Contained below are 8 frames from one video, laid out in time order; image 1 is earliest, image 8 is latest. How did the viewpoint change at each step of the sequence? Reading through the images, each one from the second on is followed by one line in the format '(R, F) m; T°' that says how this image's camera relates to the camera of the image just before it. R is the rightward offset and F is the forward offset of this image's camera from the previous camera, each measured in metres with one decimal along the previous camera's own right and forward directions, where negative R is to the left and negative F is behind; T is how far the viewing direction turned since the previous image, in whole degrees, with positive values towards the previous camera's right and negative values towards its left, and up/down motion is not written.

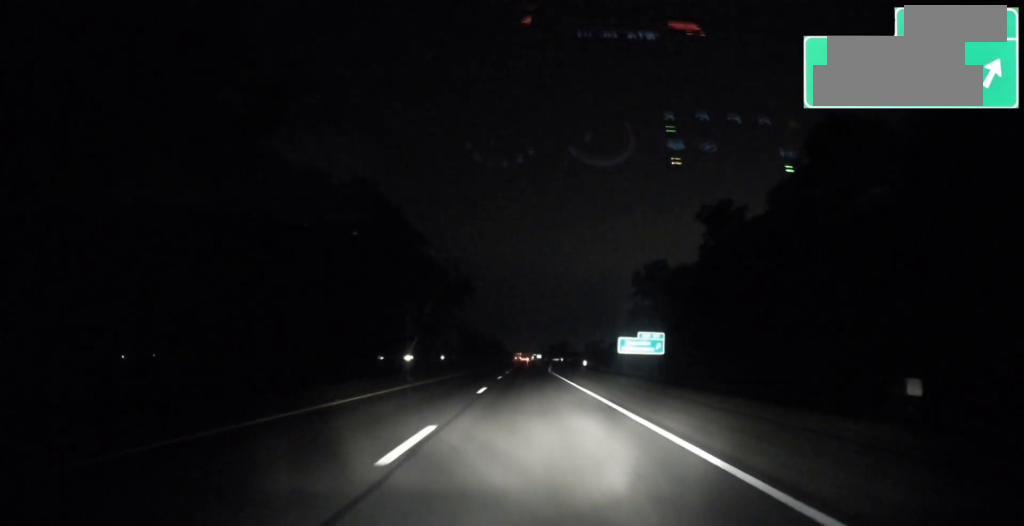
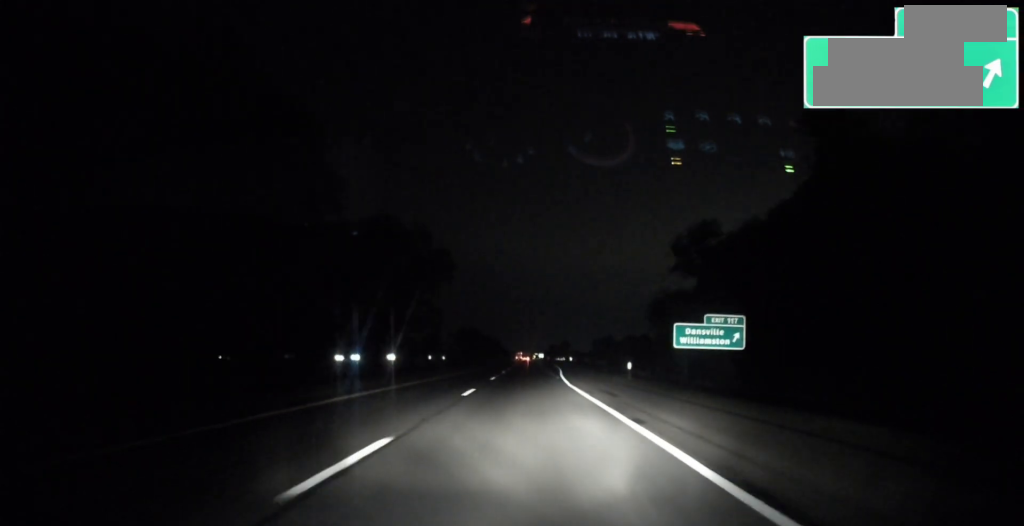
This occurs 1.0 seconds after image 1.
(+0.1, +31.7) m; 0°
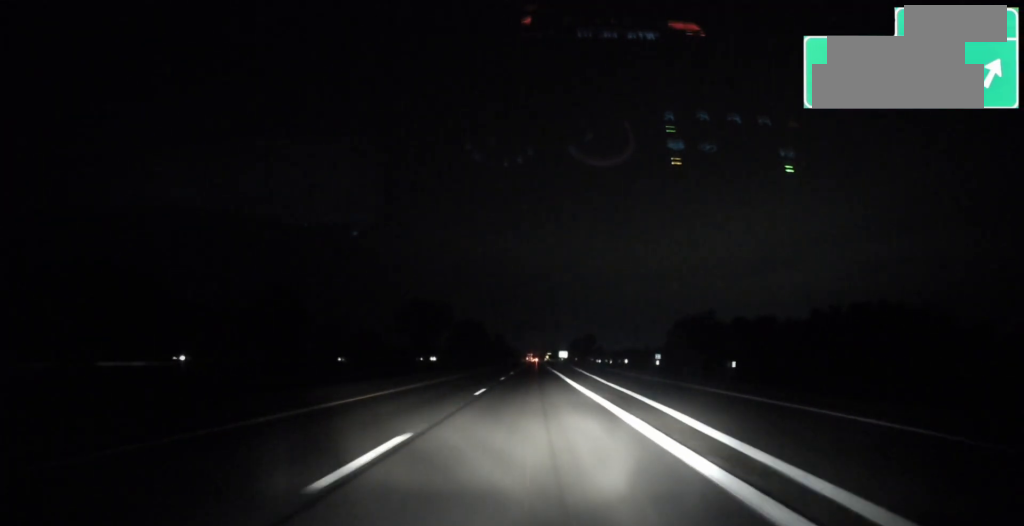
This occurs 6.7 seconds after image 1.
(0.0, +181.9) m; 0°
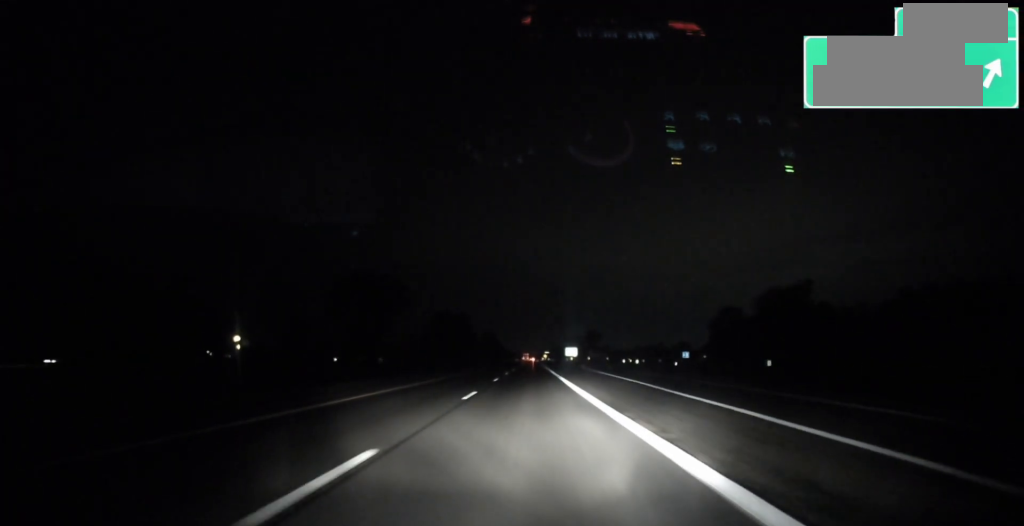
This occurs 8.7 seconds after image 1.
(-0.2, +62.8) m; 0°
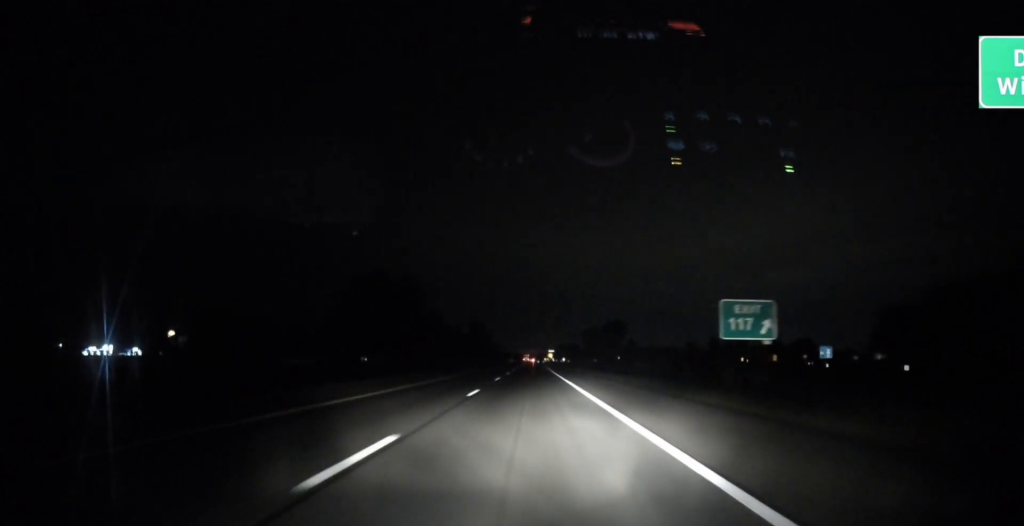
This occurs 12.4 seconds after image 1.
(-0.3, +119.5) m; 0°
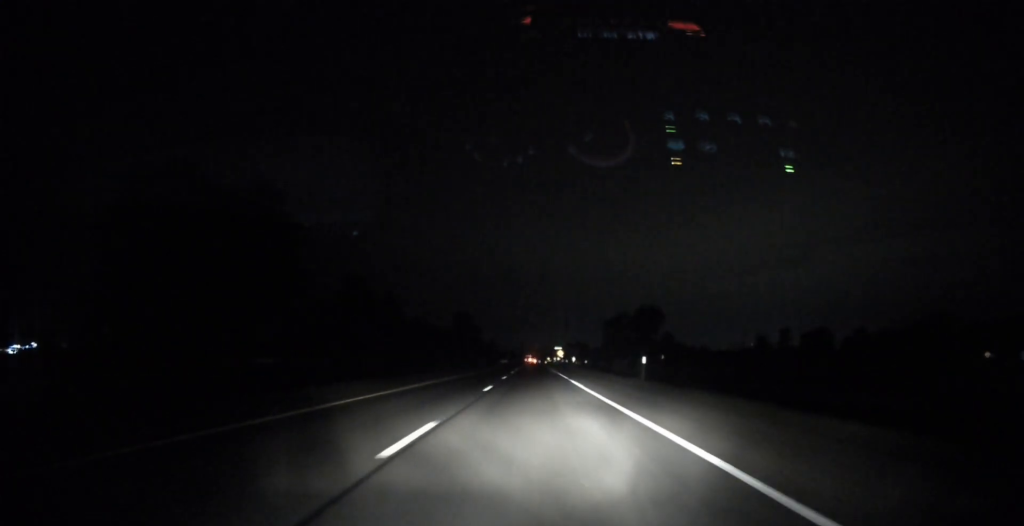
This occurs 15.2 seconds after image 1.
(+0.2, +89.3) m; 0°
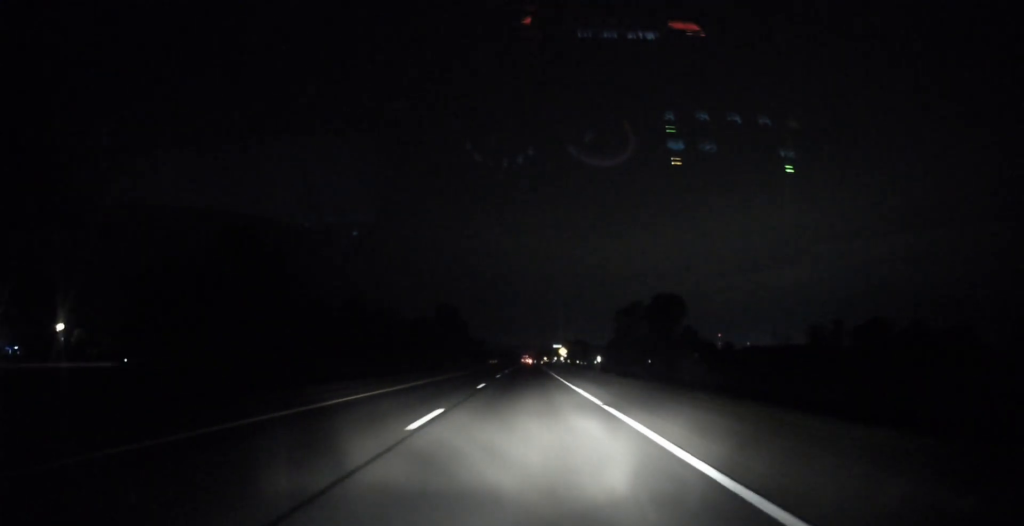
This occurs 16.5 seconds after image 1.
(+0.2, +42.2) m; 0°
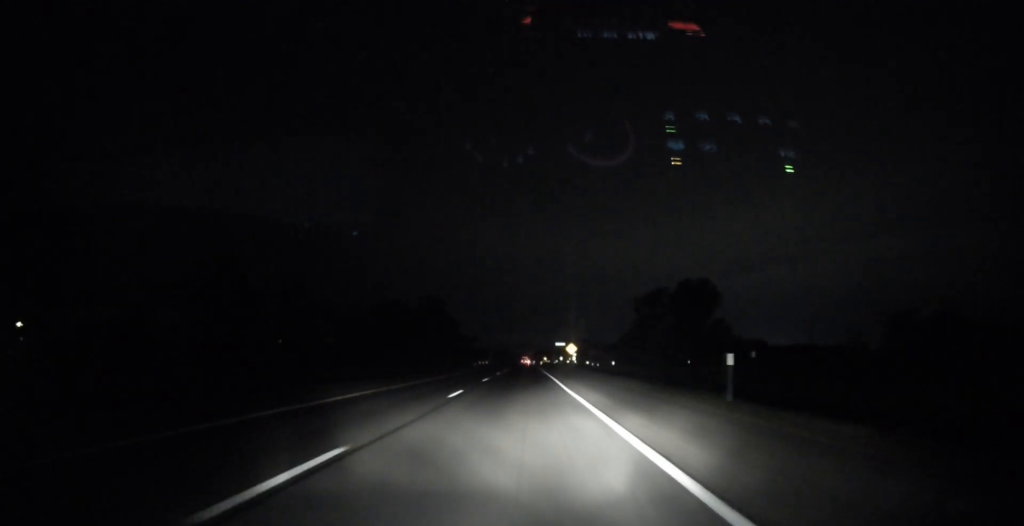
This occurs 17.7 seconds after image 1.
(-0.1, +37.4) m; 0°
